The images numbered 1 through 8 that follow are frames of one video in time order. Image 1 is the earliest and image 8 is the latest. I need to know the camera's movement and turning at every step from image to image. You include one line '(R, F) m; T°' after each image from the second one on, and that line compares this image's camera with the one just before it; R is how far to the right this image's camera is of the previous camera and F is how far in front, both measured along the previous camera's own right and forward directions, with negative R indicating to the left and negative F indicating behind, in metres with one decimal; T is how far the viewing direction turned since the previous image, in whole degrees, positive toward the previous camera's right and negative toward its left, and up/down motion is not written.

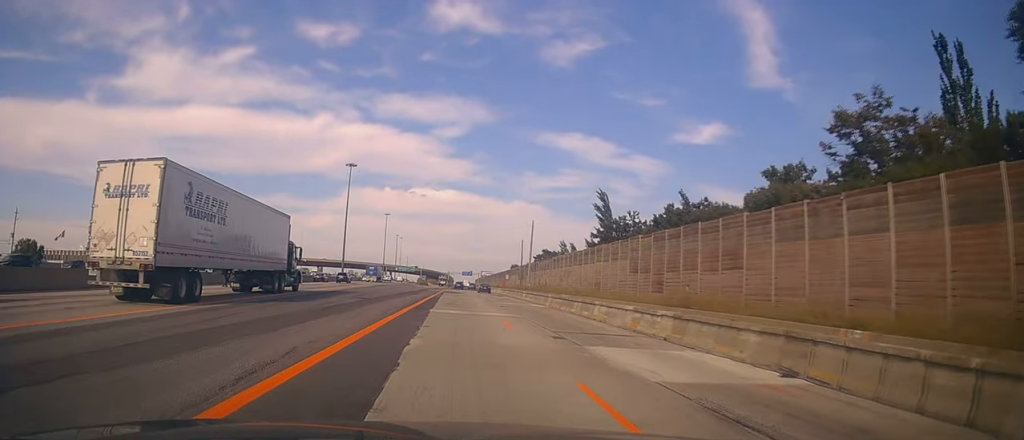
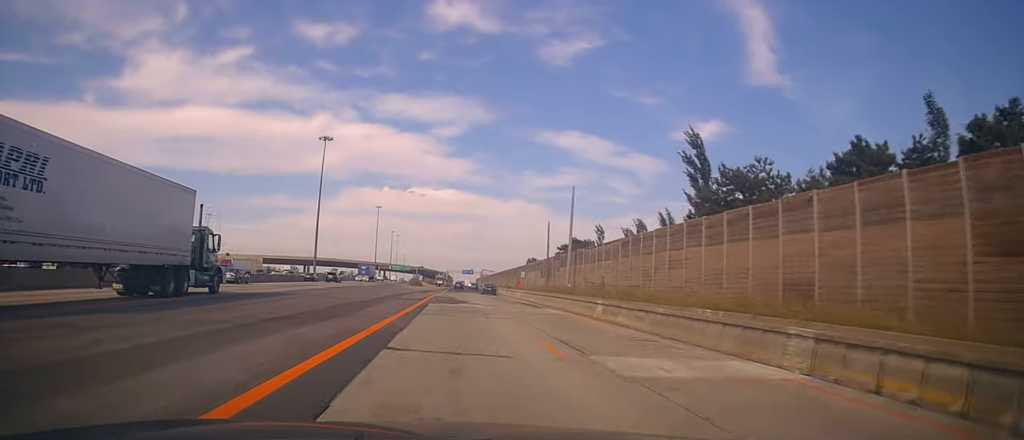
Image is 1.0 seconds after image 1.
(0.0, +30.4) m; 0°
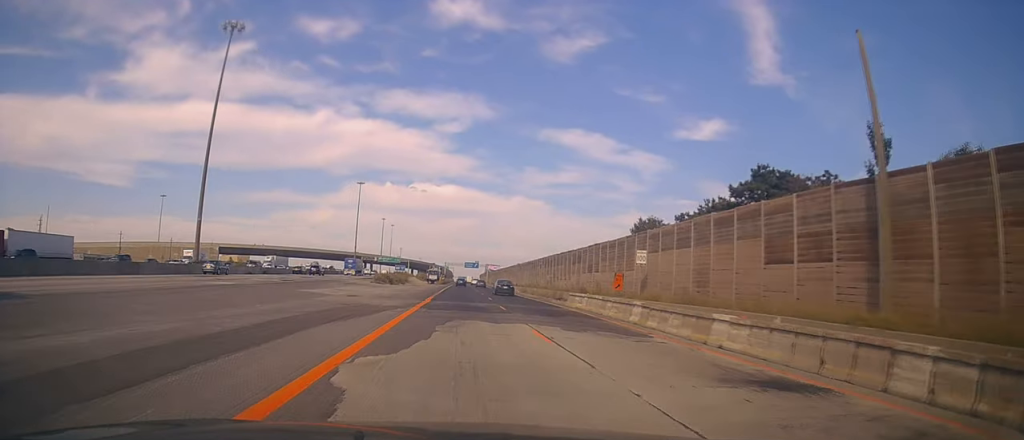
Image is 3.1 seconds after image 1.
(+0.7, +59.2) m; +1°
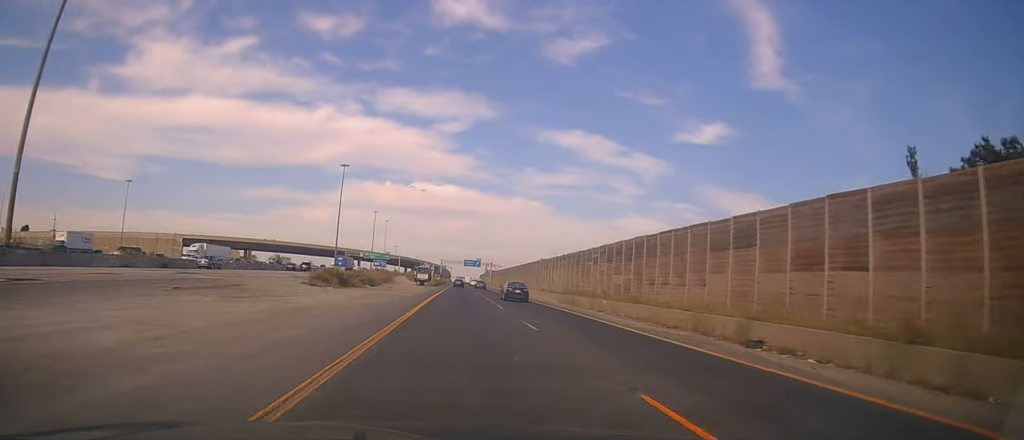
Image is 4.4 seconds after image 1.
(-0.3, +33.6) m; -1°
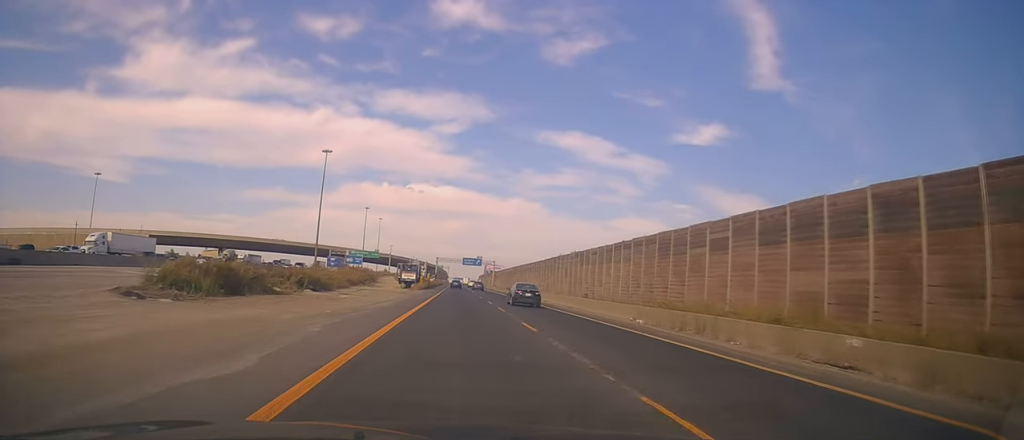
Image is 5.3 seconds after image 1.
(0.0, +24.7) m; +1°
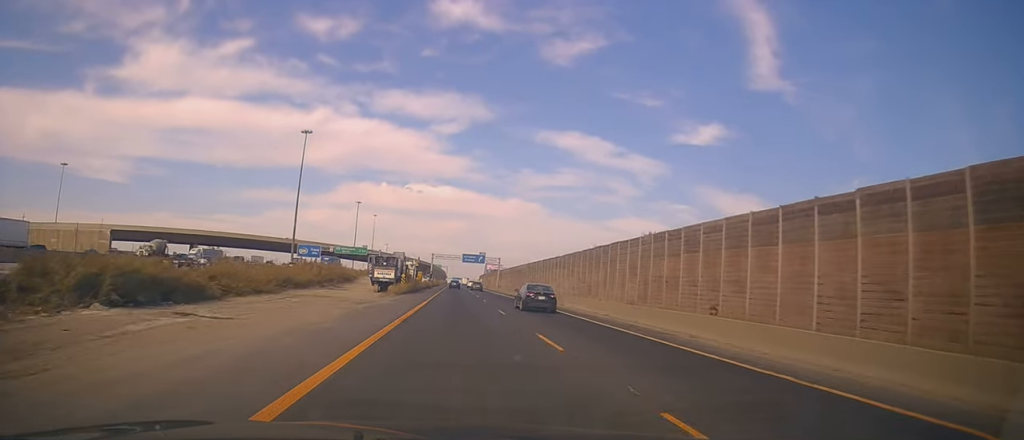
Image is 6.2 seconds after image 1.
(+0.5, +23.9) m; 0°
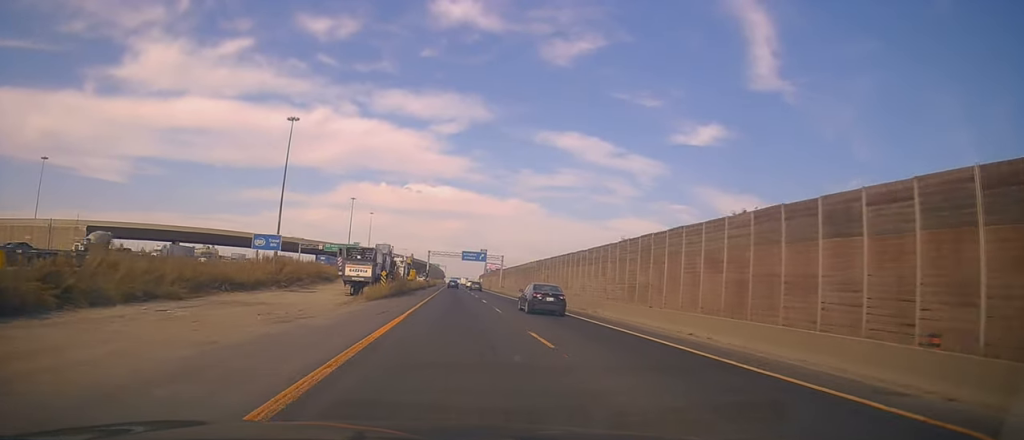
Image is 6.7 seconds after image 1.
(0.0, +12.5) m; 0°
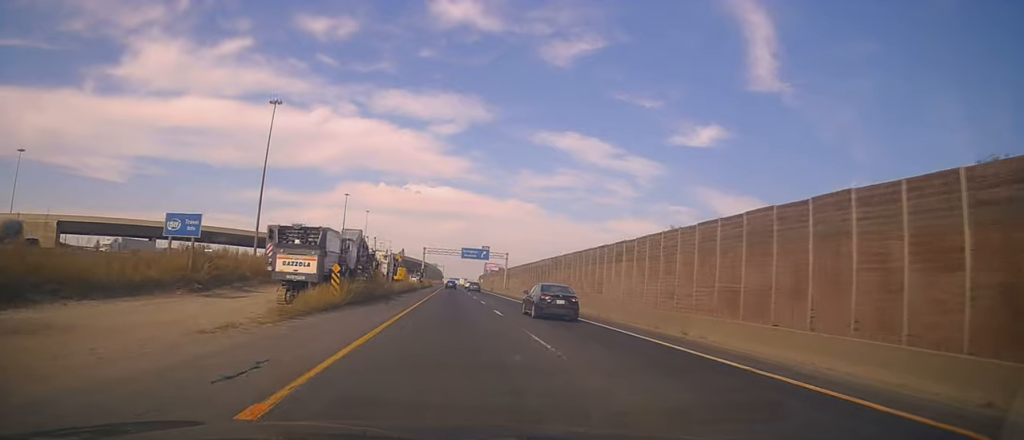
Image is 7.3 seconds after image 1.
(-0.4, +14.0) m; 0°
